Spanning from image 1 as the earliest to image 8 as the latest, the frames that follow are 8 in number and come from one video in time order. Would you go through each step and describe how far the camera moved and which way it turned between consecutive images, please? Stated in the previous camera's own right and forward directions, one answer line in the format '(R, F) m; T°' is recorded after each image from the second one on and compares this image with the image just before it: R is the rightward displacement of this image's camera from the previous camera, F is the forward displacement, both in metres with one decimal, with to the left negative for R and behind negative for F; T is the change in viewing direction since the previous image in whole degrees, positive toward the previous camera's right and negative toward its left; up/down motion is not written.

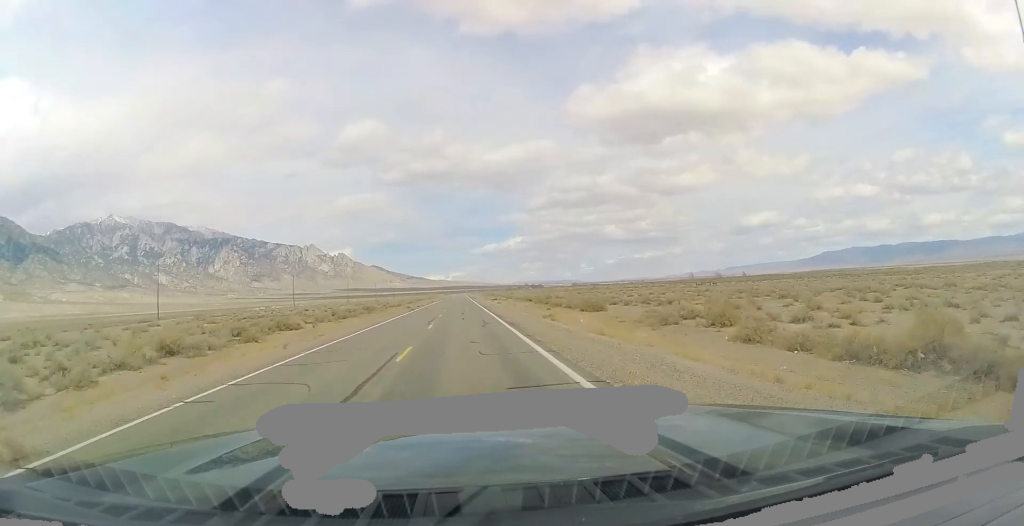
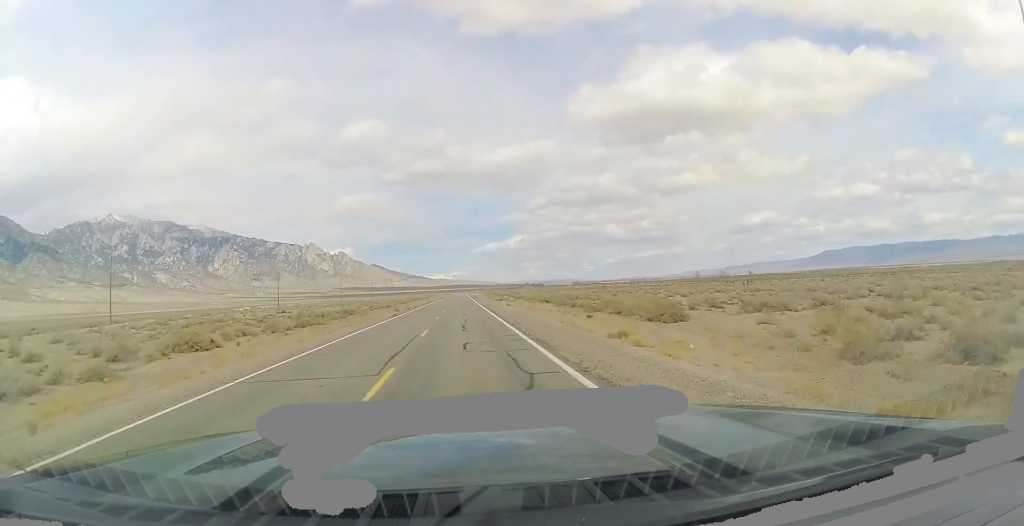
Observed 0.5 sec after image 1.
(0.0, +16.7) m; 0°
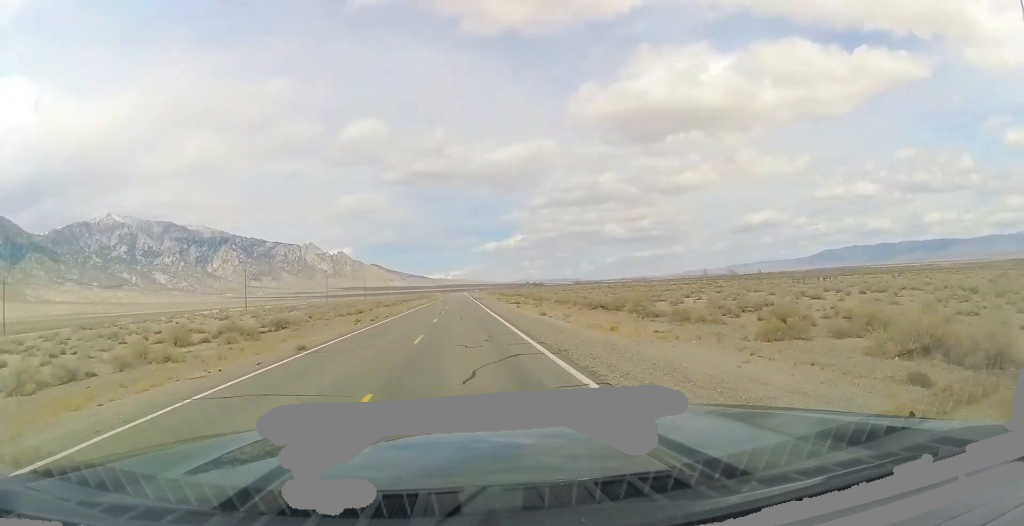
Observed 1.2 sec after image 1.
(+0.1, +27.4) m; -1°
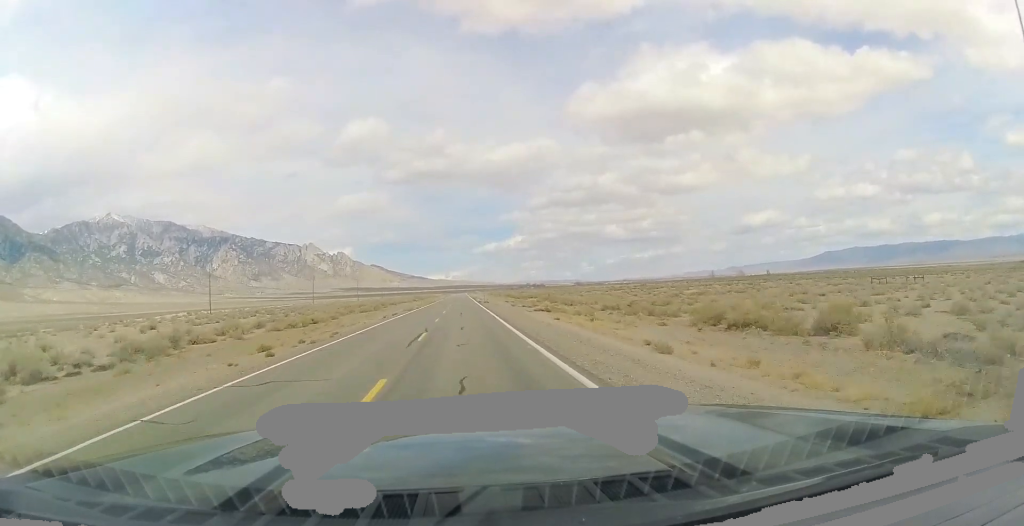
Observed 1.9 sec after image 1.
(-0.4, +22.7) m; 0°
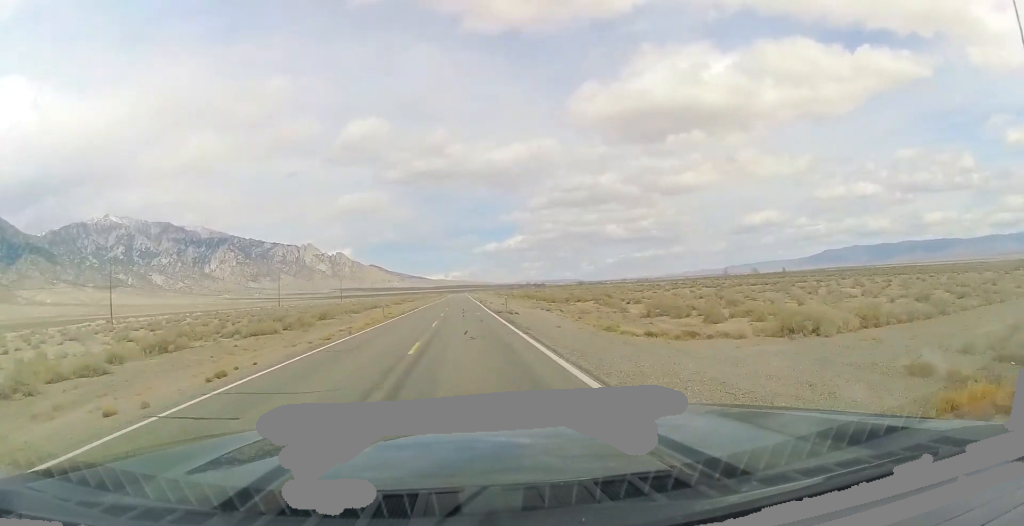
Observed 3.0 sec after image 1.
(+0.3, +40.6) m; +1°
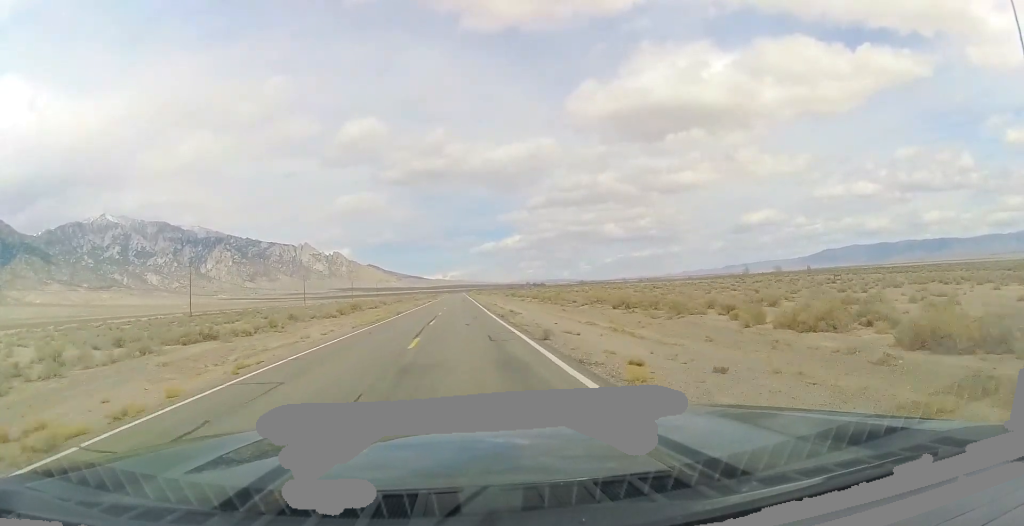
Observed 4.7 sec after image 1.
(+0.3, +59.7) m; 0°
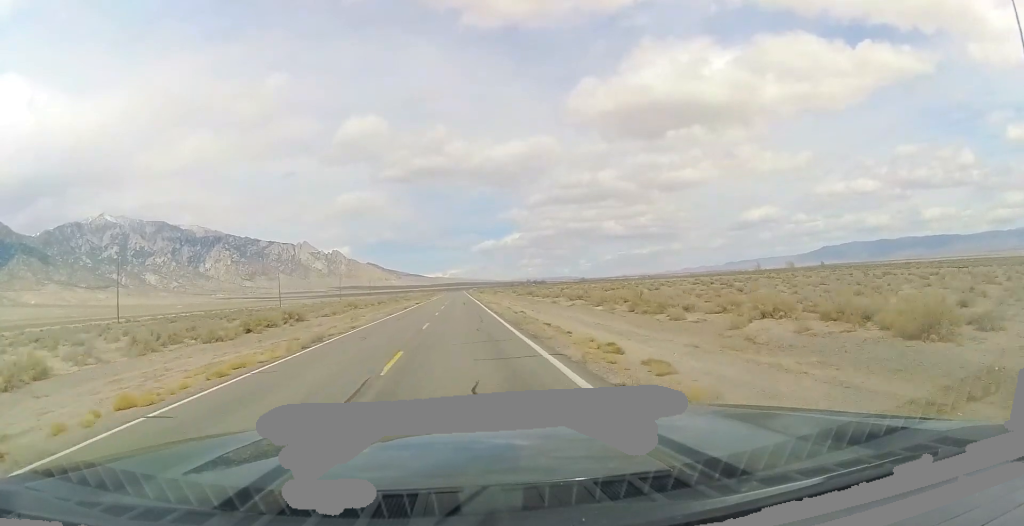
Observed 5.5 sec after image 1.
(-0.1, +28.6) m; 0°
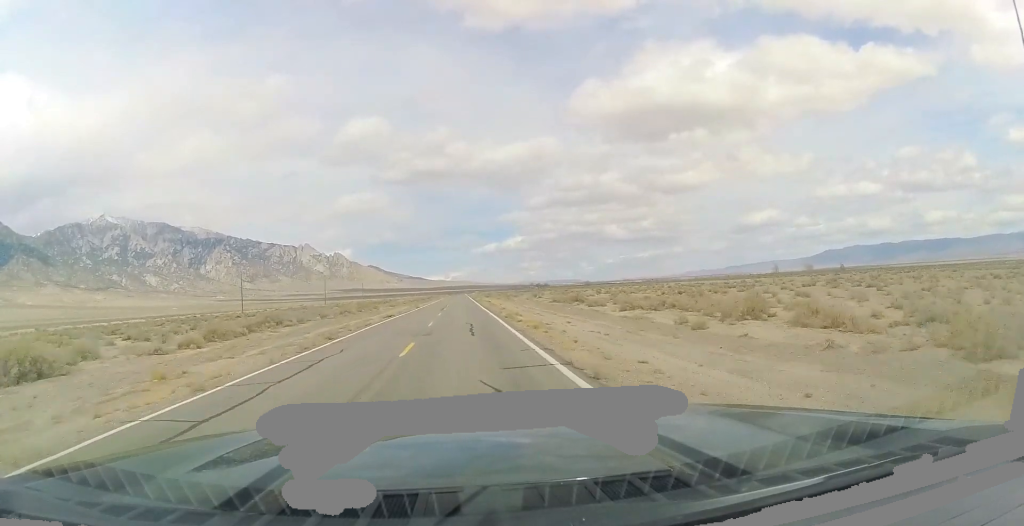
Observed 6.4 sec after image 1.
(0.0, +33.5) m; 0°
